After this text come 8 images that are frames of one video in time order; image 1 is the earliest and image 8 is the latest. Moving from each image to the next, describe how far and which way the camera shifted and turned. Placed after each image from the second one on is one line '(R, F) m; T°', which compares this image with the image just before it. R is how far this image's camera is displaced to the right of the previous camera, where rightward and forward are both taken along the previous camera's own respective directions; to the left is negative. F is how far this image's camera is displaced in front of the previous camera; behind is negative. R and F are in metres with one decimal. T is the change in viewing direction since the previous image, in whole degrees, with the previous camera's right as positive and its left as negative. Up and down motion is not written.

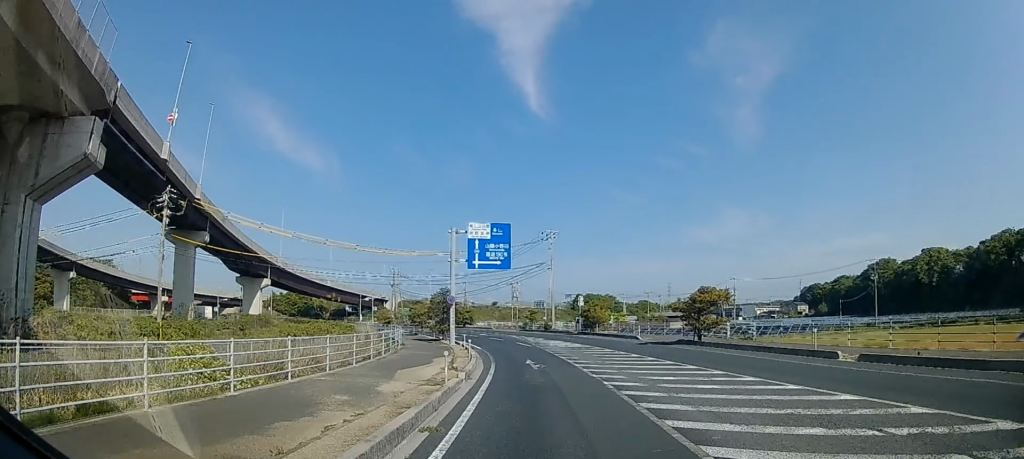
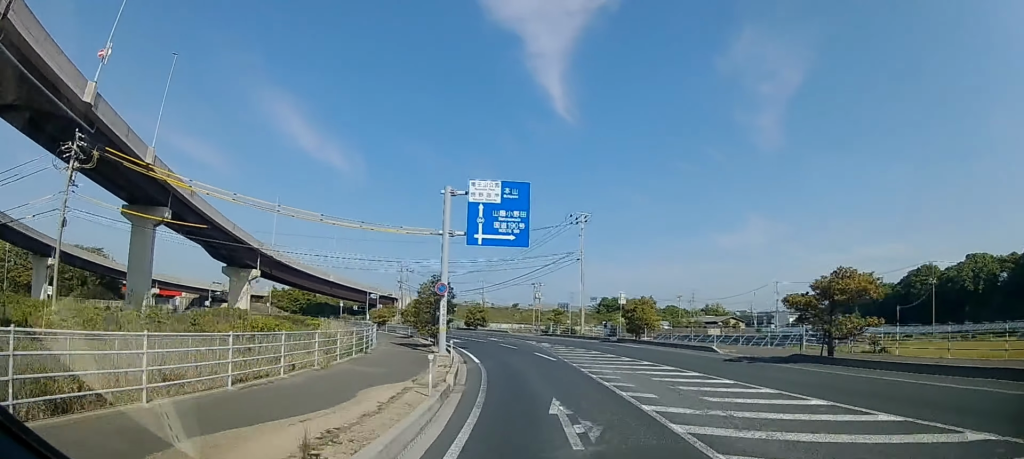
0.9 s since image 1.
(-0.1, +10.7) m; -2°
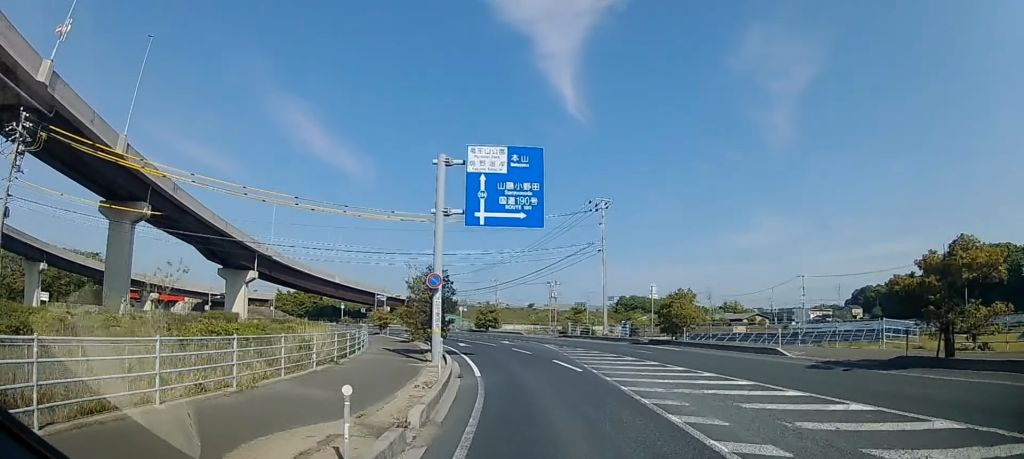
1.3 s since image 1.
(+0.1, +4.8) m; -1°
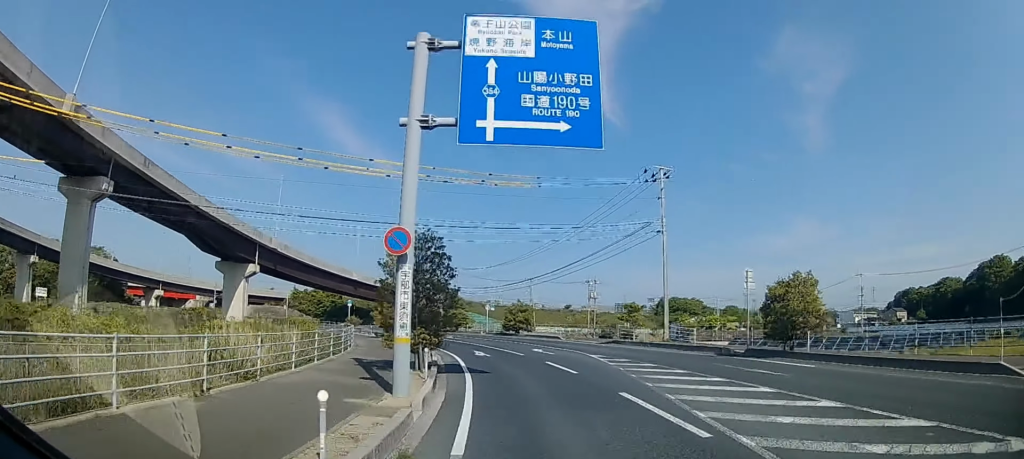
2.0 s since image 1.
(-0.4, +8.9) m; -2°
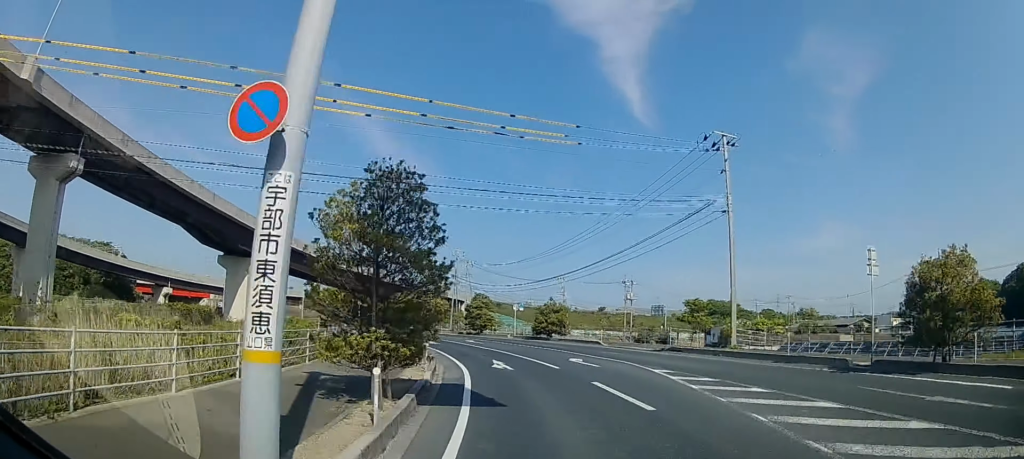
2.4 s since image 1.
(-0.1, +6.0) m; -2°
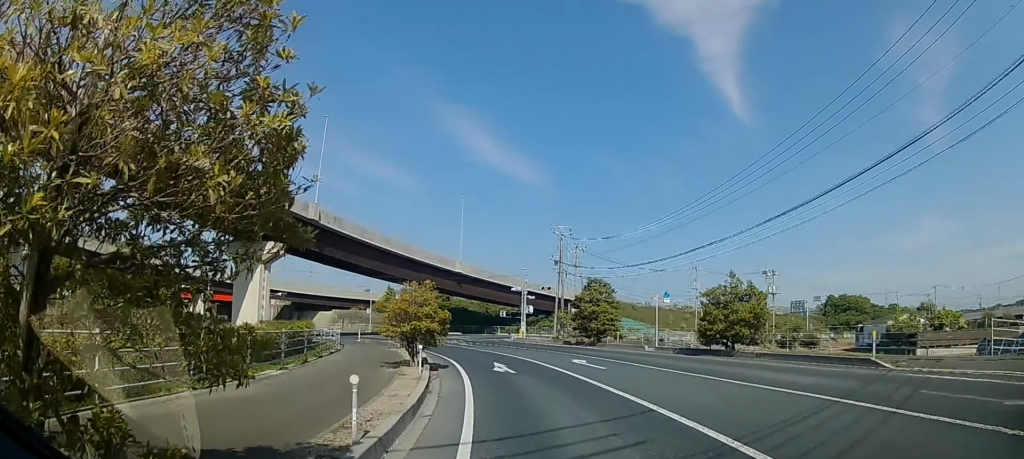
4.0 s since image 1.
(-1.6, +20.6) m; -11°
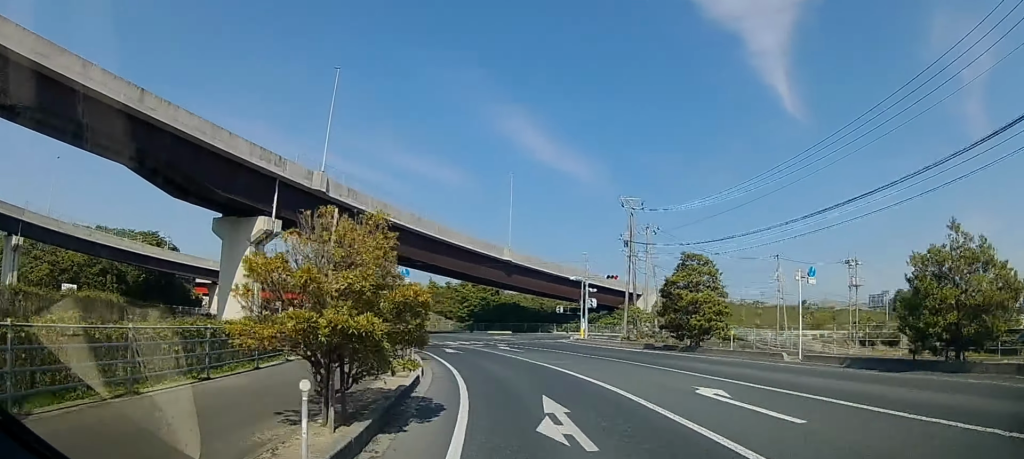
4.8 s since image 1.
(-0.8, +11.6) m; -6°
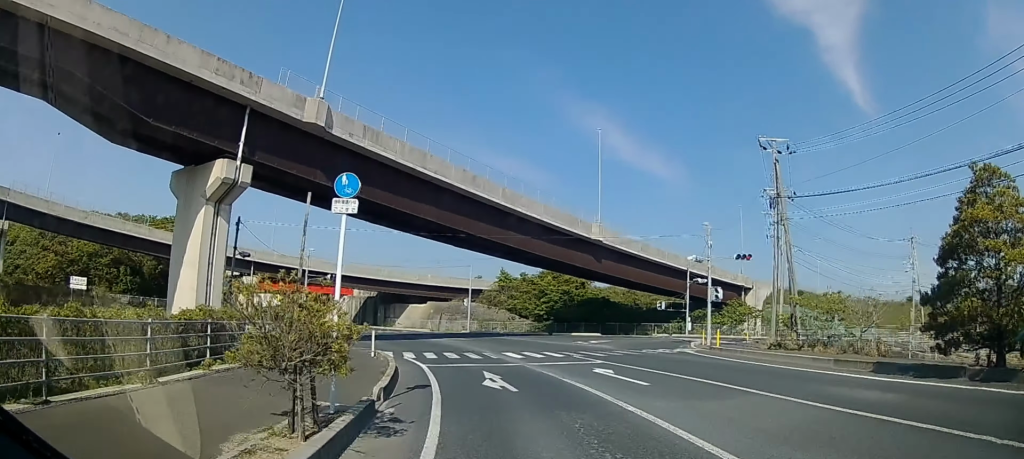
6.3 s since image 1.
(-1.1, +19.2) m; -9°
